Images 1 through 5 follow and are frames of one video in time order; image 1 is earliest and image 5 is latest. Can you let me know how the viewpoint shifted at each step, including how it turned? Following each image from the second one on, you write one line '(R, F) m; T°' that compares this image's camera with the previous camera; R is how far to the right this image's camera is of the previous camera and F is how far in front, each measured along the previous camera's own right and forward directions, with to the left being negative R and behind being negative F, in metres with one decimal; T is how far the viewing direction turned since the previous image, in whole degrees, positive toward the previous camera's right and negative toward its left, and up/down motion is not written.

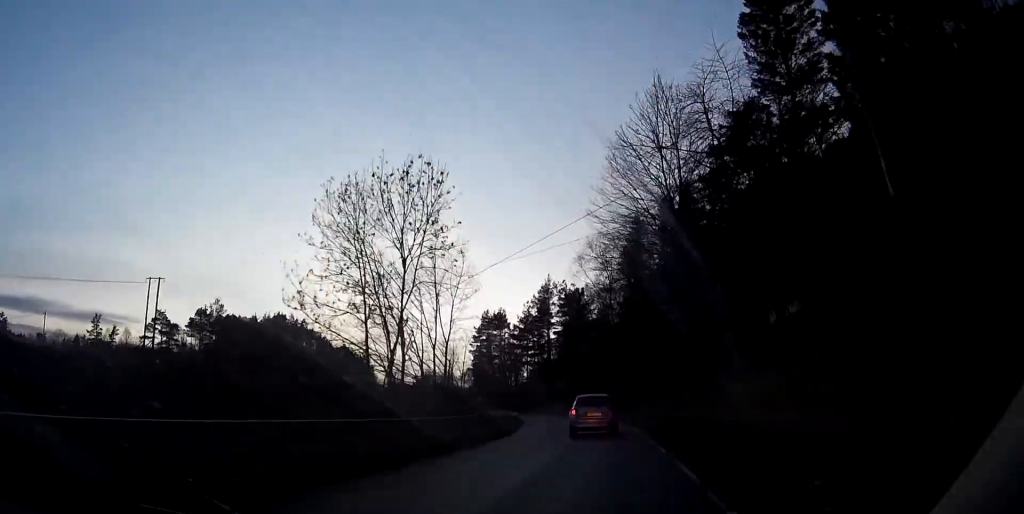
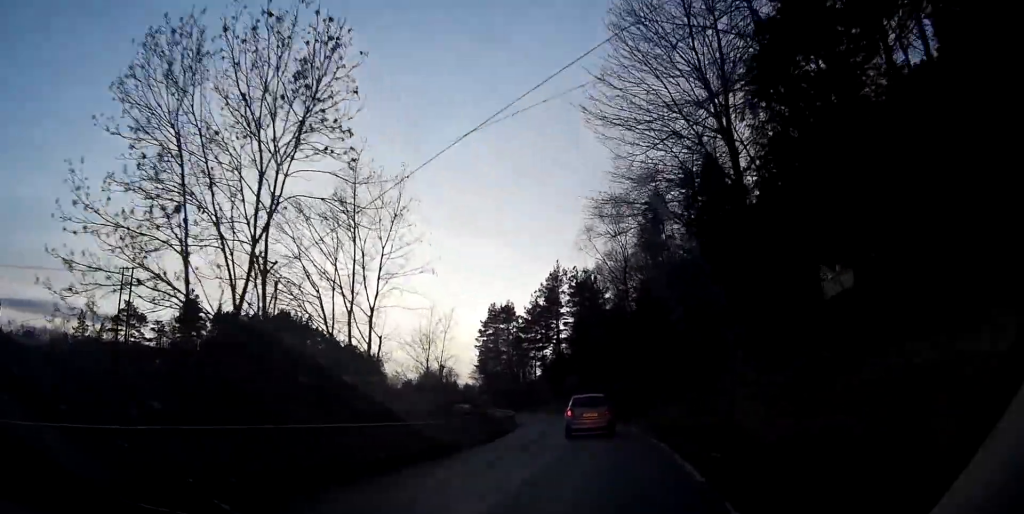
(-0.1, +12.5) m; -1°
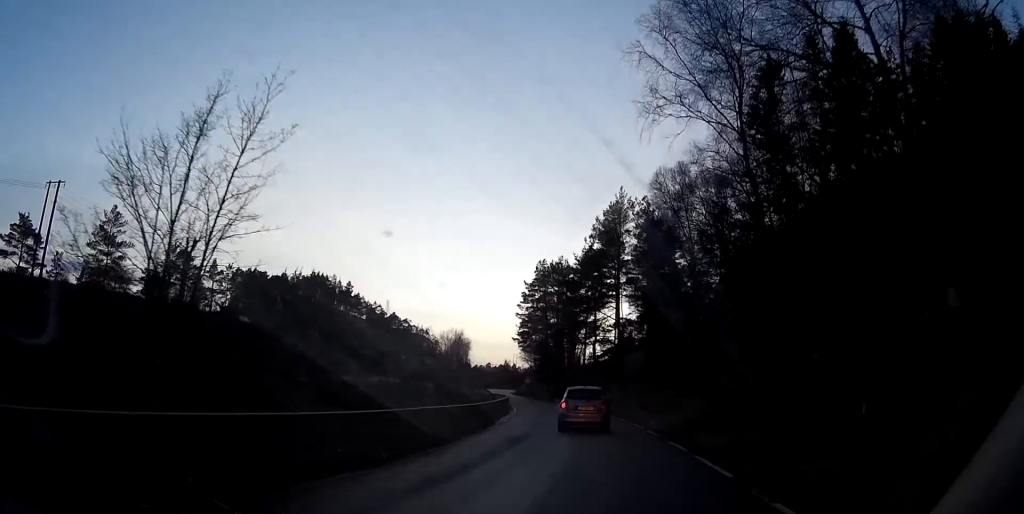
(-1.3, +35.0) m; -6°
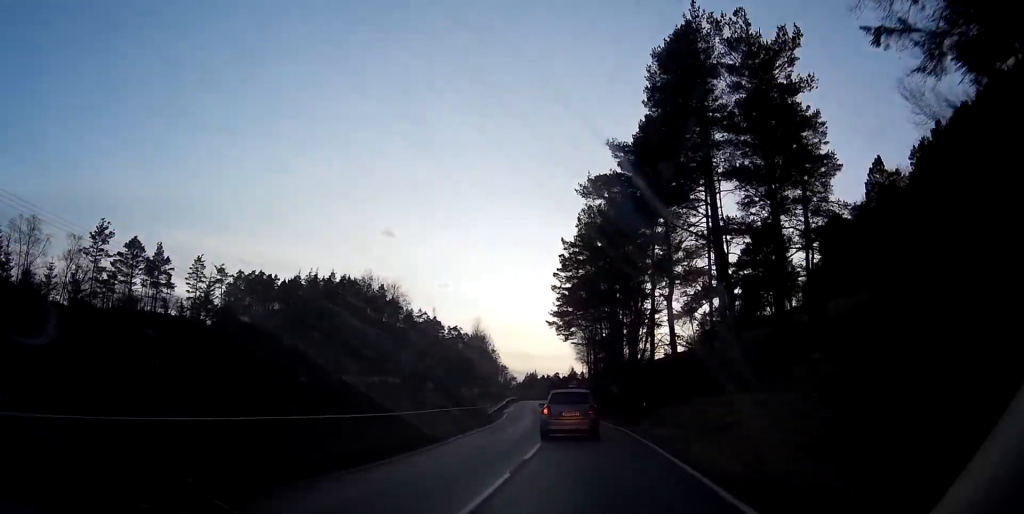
(-2.6, +40.8) m; -8°
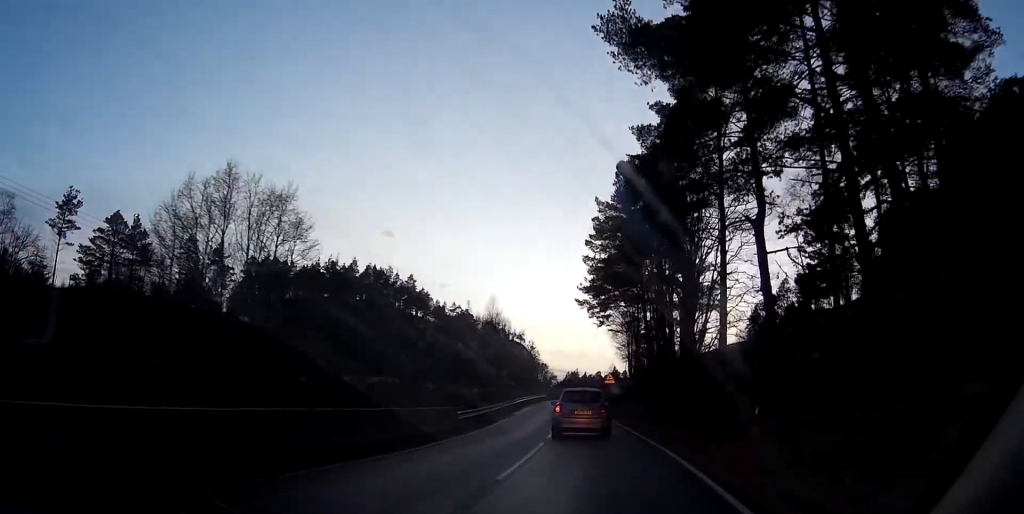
(-0.9, +17.1) m; -5°
